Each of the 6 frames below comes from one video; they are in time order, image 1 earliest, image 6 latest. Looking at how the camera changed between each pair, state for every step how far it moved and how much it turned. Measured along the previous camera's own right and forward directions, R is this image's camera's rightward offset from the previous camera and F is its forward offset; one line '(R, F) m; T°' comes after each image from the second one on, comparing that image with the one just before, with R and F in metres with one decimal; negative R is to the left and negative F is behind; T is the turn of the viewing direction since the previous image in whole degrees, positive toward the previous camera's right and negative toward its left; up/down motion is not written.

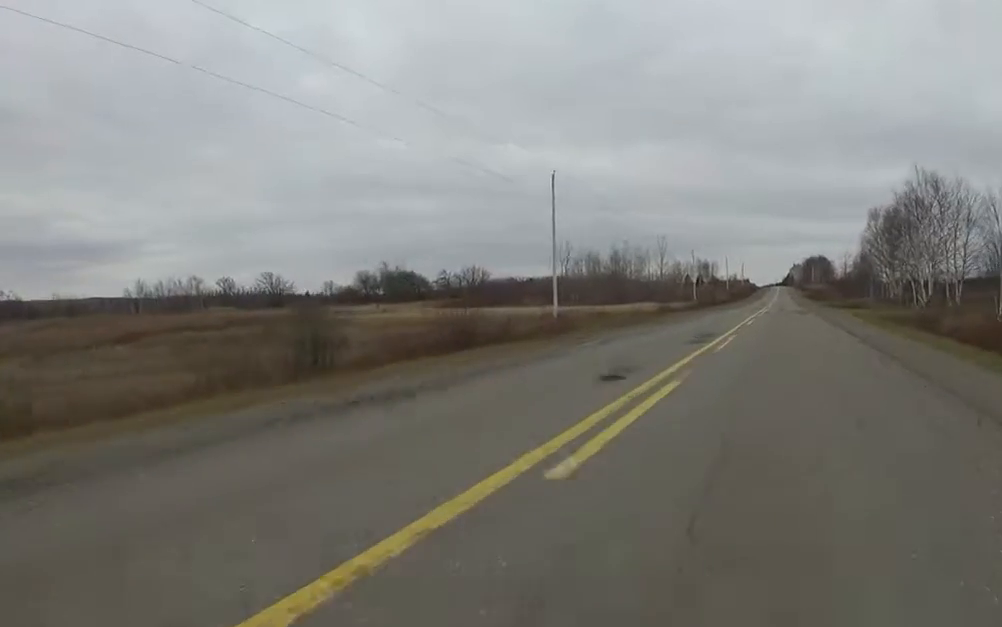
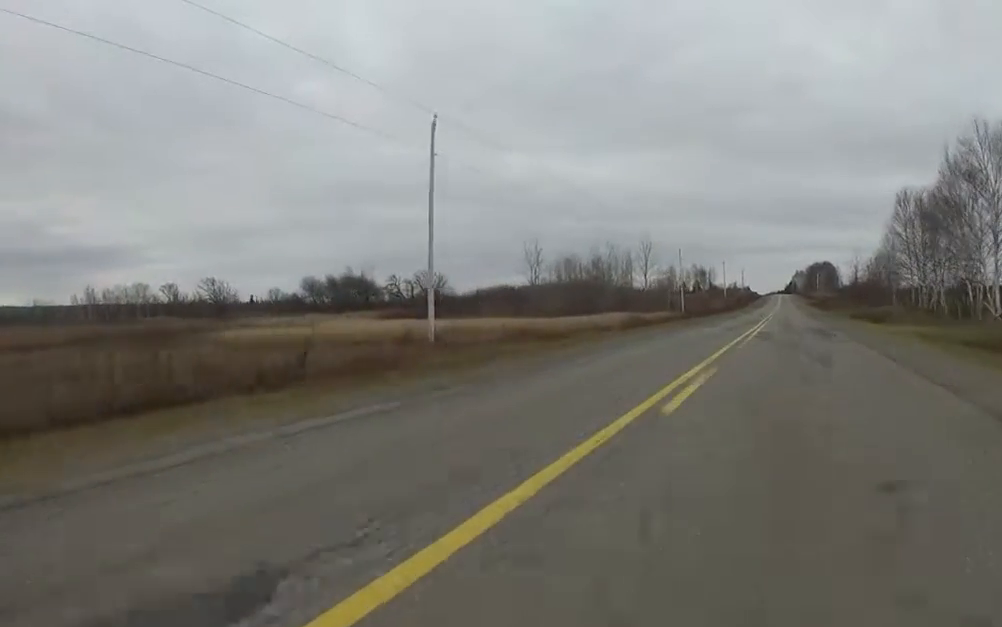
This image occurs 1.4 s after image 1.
(-0.1, +14.2) m; 0°
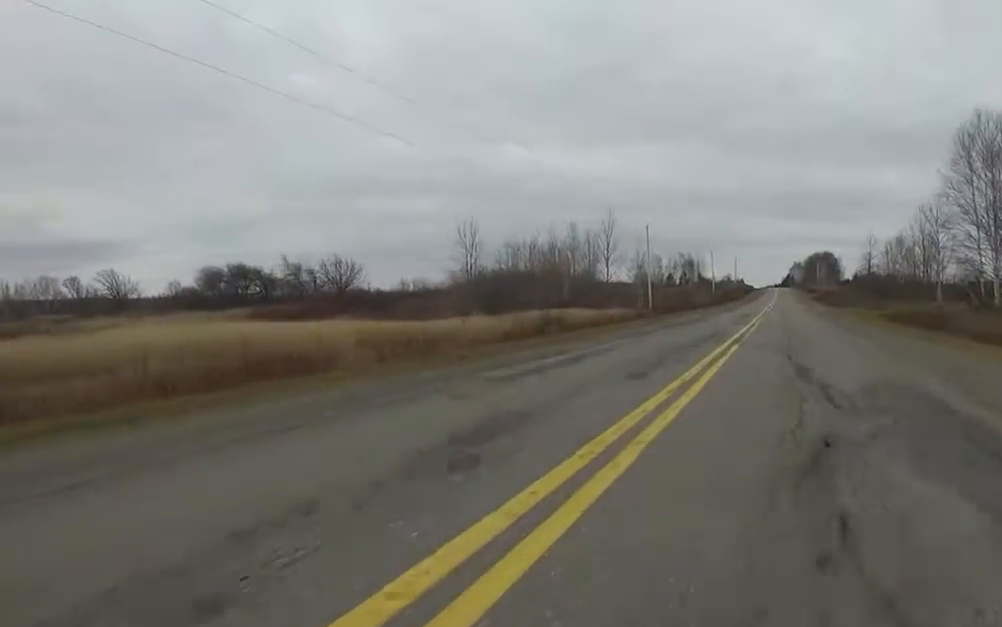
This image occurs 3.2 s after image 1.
(+0.8, +19.3) m; +1°
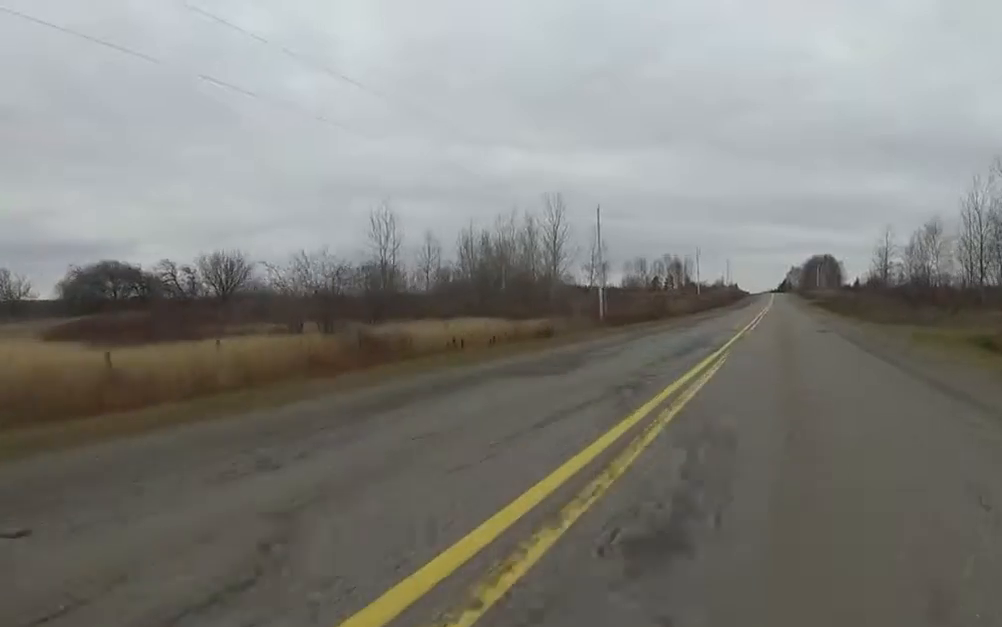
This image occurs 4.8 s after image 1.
(-0.4, +16.8) m; -1°
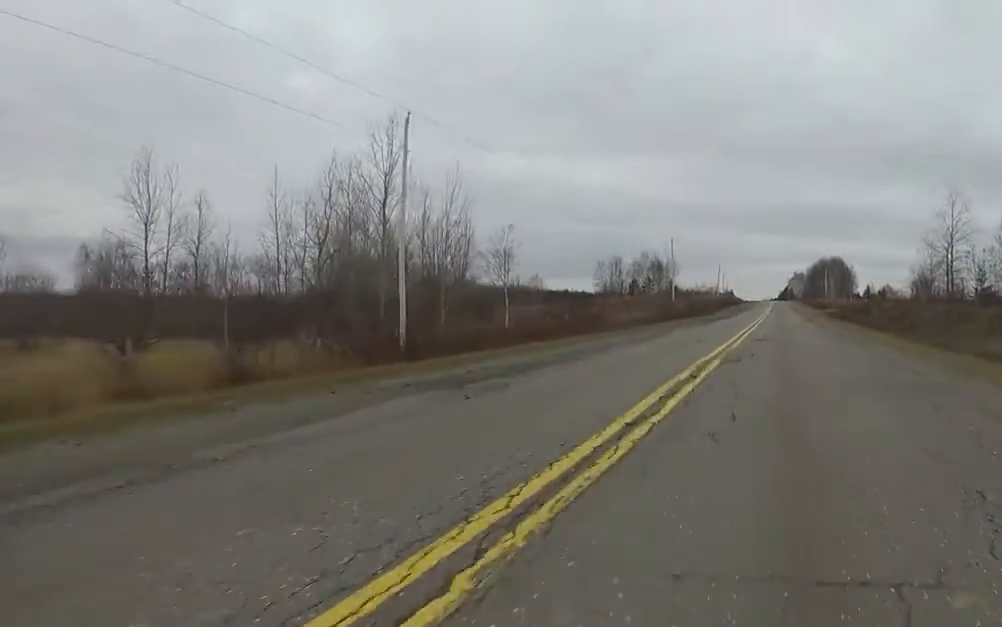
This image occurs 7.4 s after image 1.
(-0.5, +27.5) m; -3°
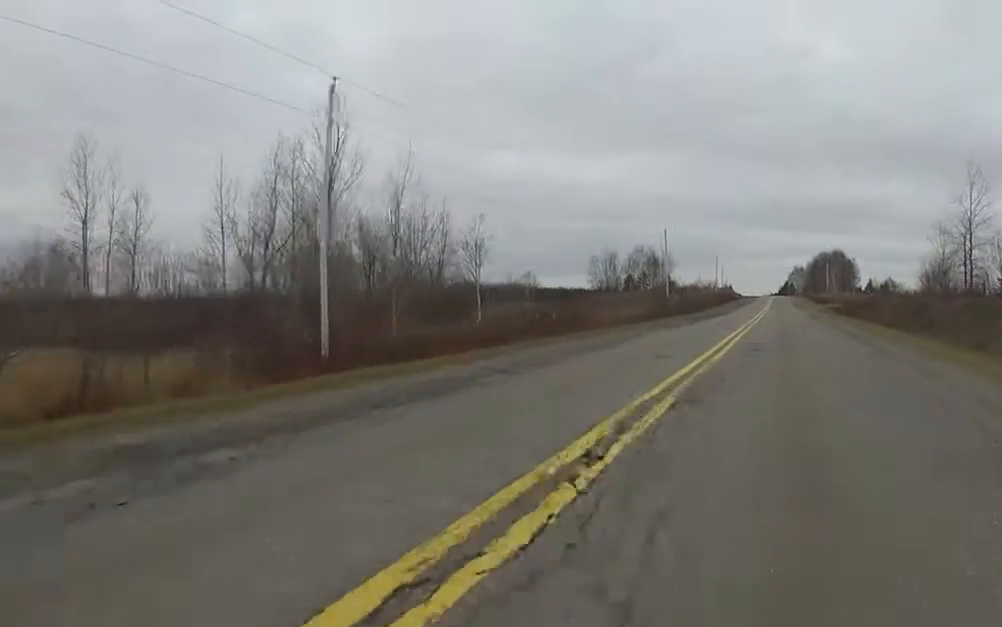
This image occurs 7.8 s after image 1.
(0.0, +4.7) m; 0°
